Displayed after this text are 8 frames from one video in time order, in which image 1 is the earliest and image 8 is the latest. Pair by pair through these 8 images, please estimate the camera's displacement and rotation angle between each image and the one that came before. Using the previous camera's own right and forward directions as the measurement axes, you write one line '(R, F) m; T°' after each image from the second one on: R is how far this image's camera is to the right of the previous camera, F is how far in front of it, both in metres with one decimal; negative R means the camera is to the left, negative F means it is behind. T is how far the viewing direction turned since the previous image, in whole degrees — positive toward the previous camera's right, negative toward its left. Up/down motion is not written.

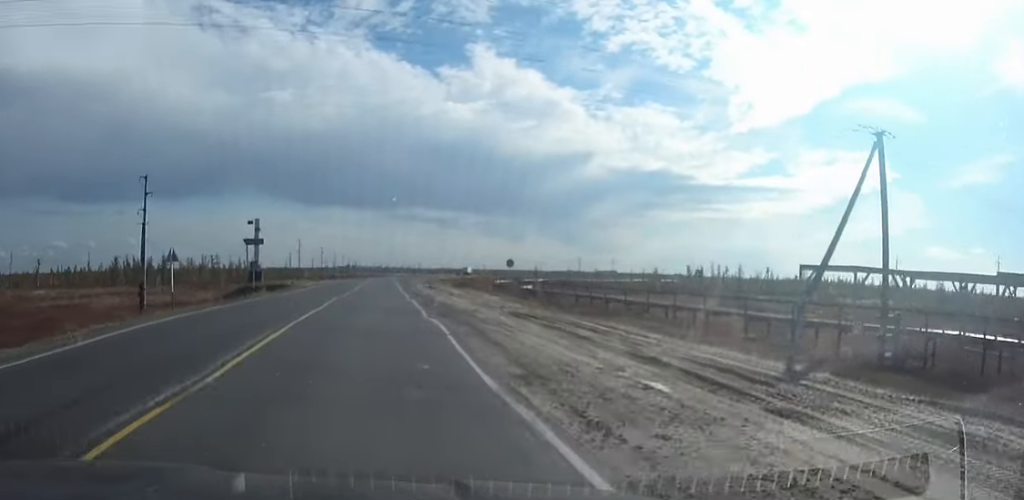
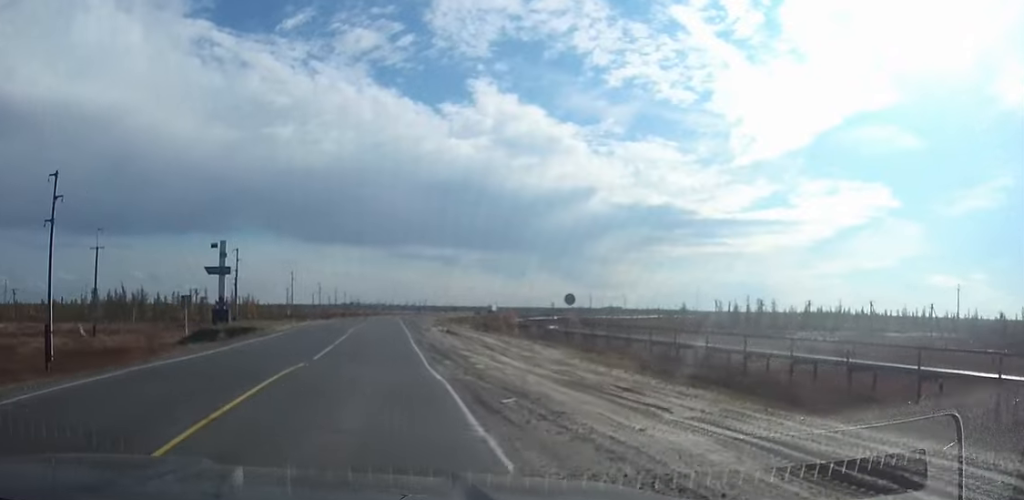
(-0.1, +19.3) m; -1°
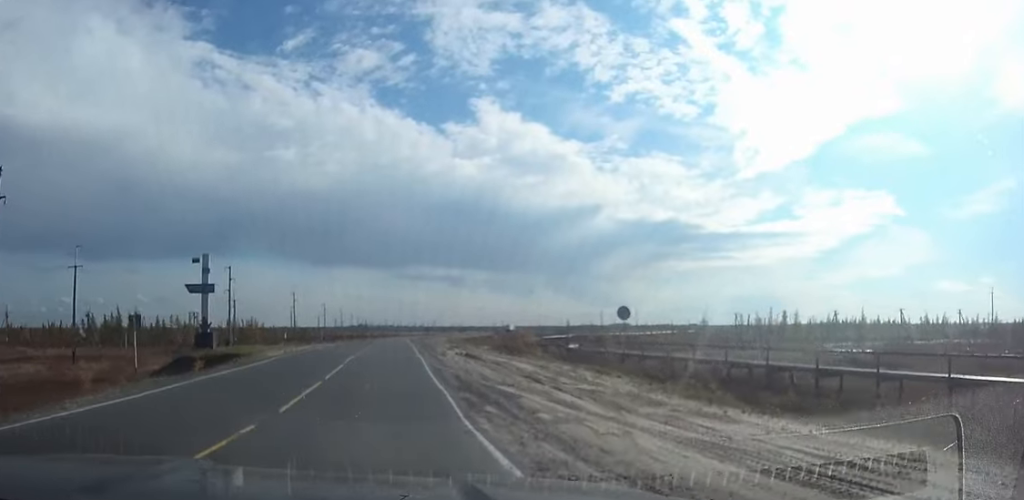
(-0.1, +8.1) m; 0°
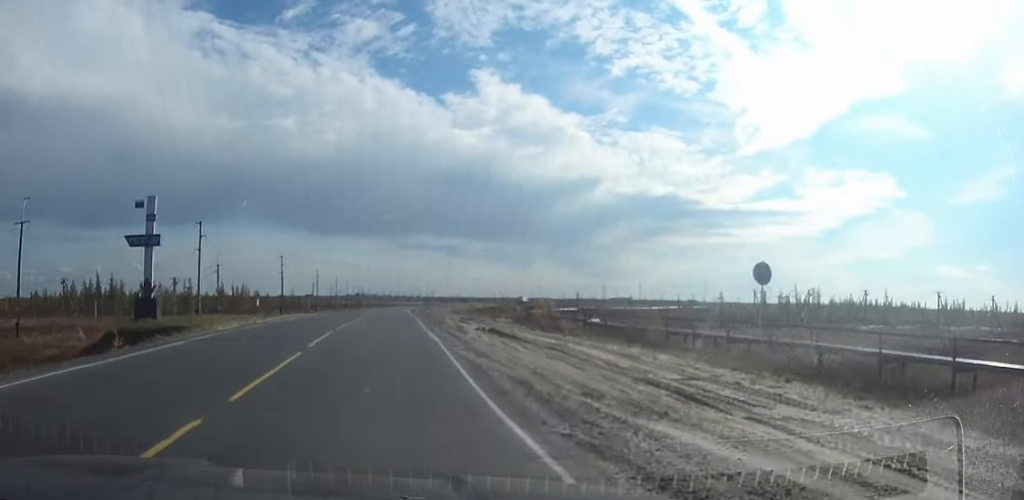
(0.0, +13.0) m; 0°
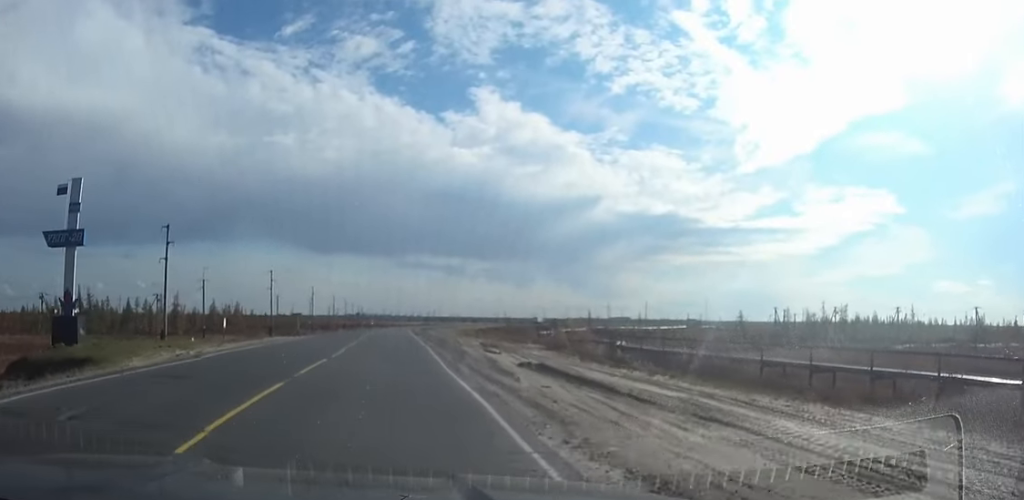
(0.0, +11.7) m; 0°
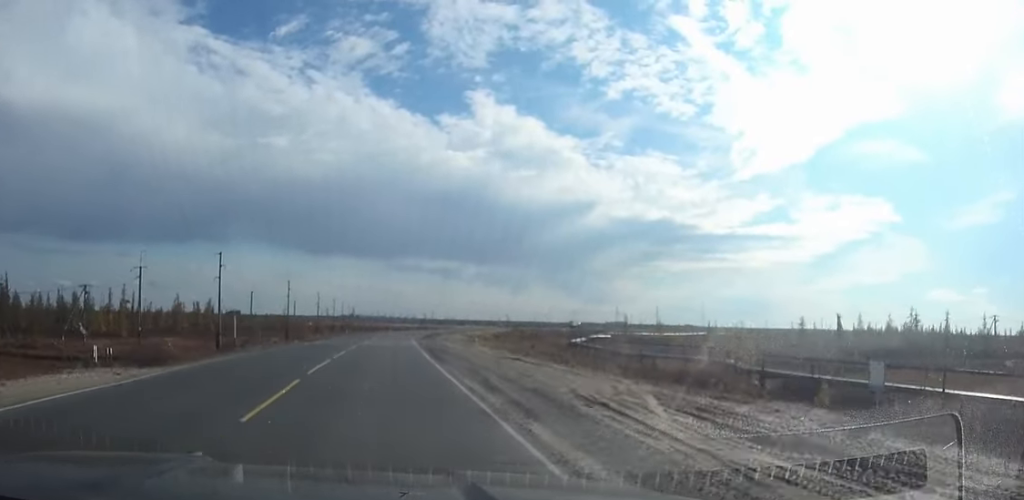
(0.0, +30.3) m; 0°
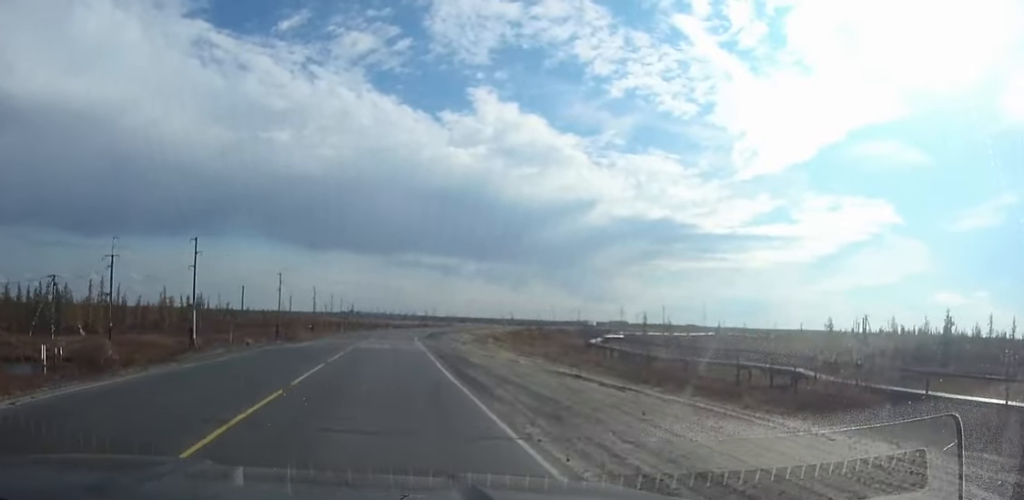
(0.0, +10.1) m; 0°
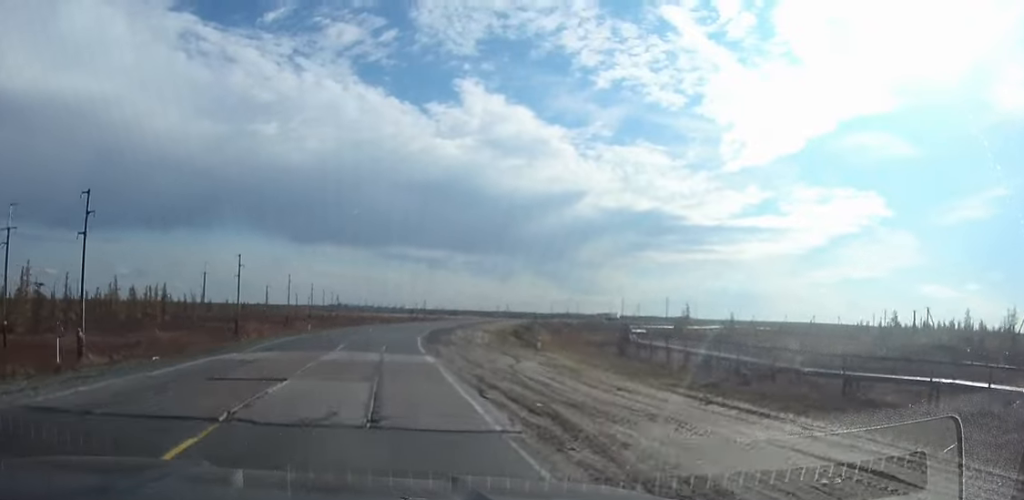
(+0.2, +22.4) m; +1°
